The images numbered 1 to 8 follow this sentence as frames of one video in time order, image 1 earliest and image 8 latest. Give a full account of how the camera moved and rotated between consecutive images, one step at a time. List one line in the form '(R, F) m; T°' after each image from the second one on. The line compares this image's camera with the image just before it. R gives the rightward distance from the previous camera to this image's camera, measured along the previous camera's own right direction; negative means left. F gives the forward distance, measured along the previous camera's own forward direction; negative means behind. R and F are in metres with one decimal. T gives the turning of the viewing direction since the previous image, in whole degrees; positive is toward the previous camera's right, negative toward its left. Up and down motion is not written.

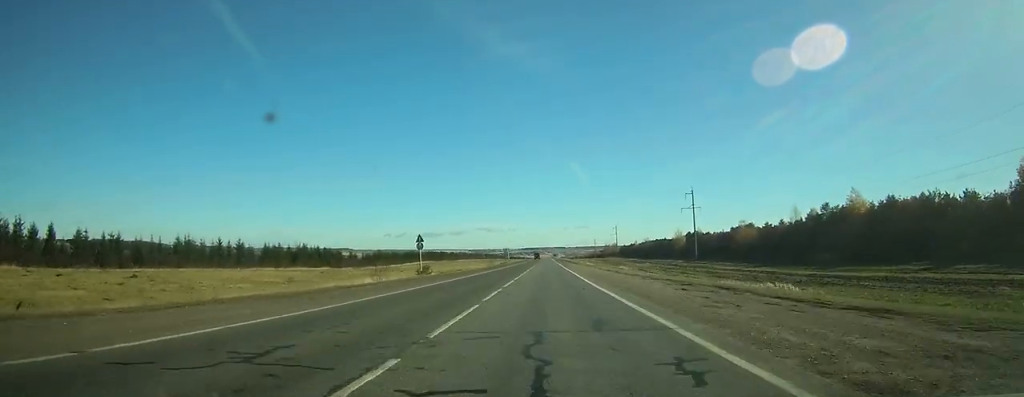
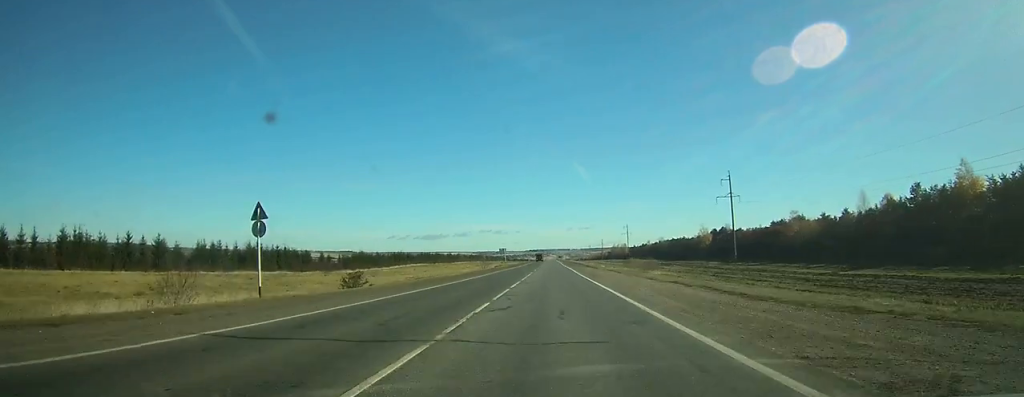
(0.0, +31.8) m; 0°
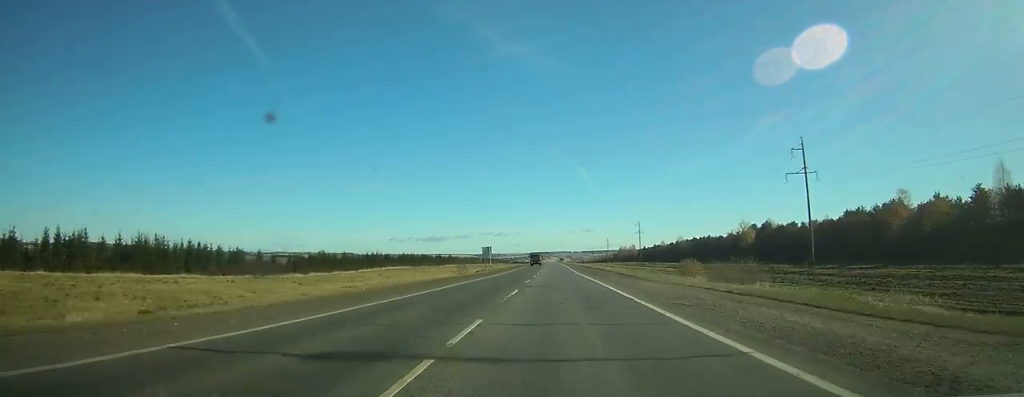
(-0.2, +40.8) m; 0°
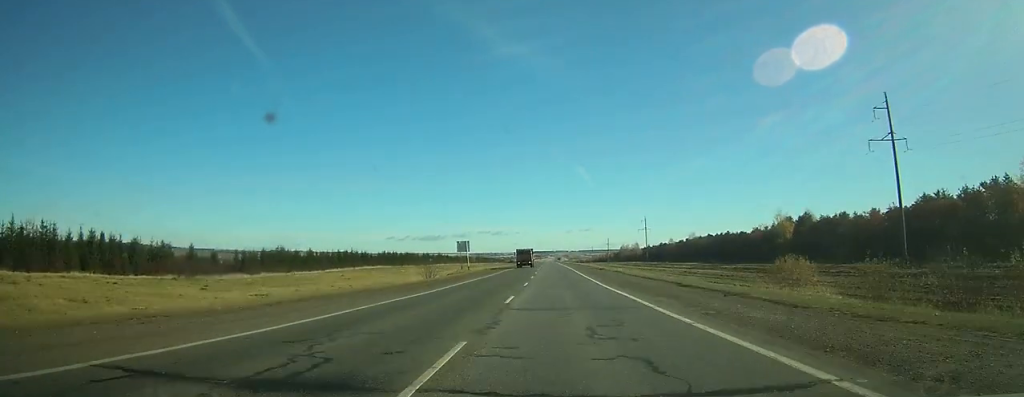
(0.0, +27.3) m; 0°
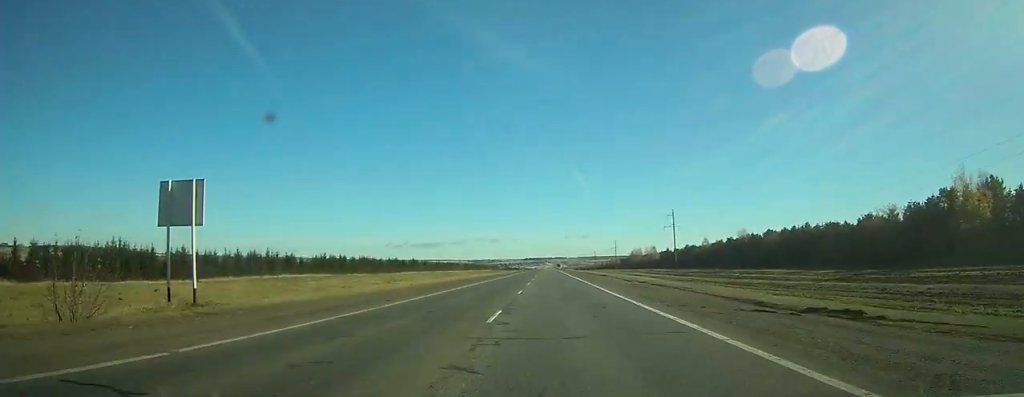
(+0.2, +62.7) m; 0°
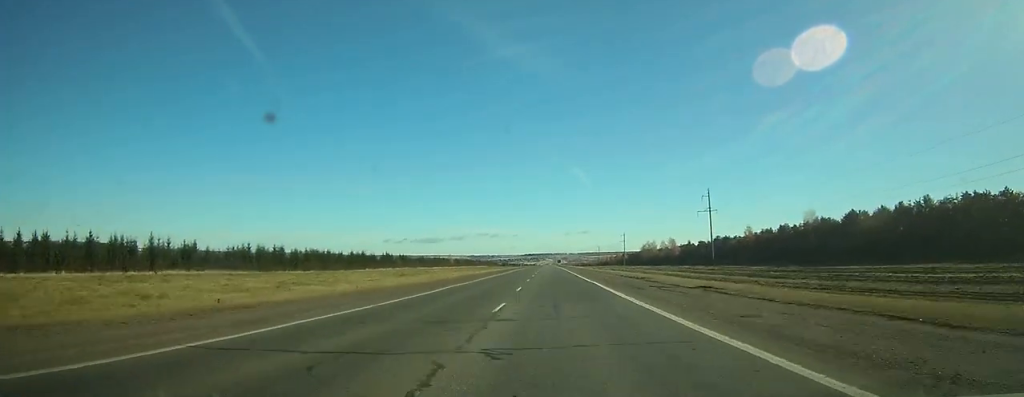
(+0.1, +45.4) m; 0°
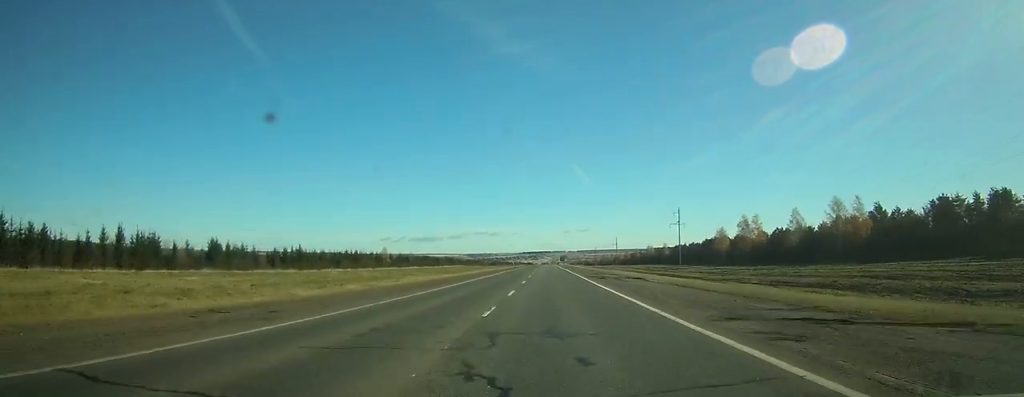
(+0.2, +156.3) m; 0°
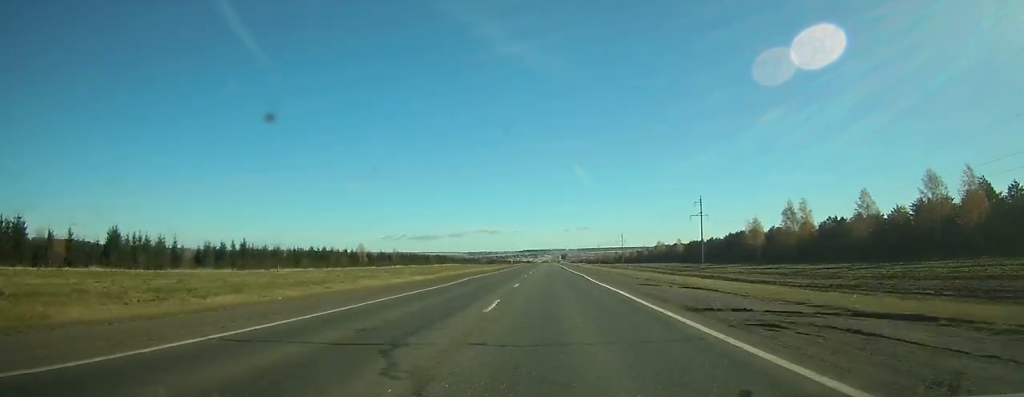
(0.0, +32.2) m; 0°
